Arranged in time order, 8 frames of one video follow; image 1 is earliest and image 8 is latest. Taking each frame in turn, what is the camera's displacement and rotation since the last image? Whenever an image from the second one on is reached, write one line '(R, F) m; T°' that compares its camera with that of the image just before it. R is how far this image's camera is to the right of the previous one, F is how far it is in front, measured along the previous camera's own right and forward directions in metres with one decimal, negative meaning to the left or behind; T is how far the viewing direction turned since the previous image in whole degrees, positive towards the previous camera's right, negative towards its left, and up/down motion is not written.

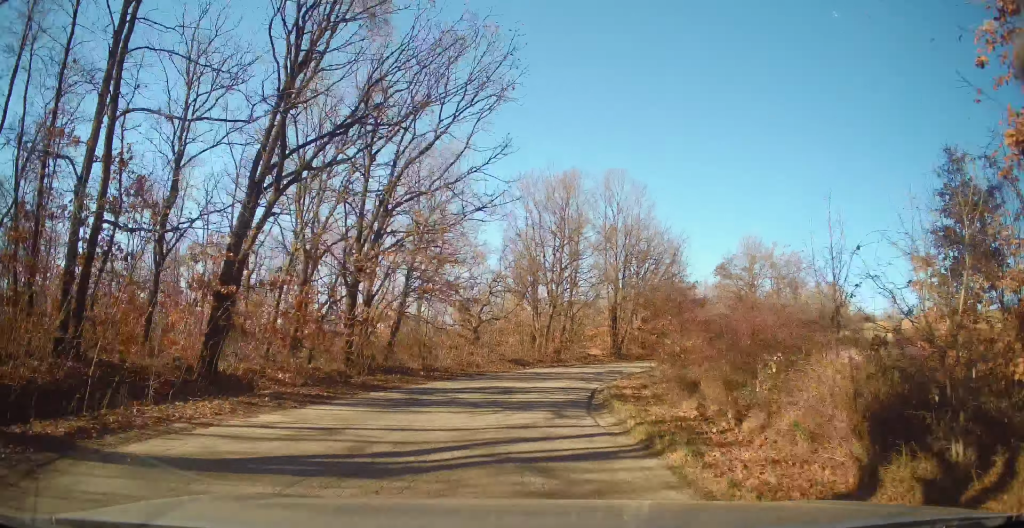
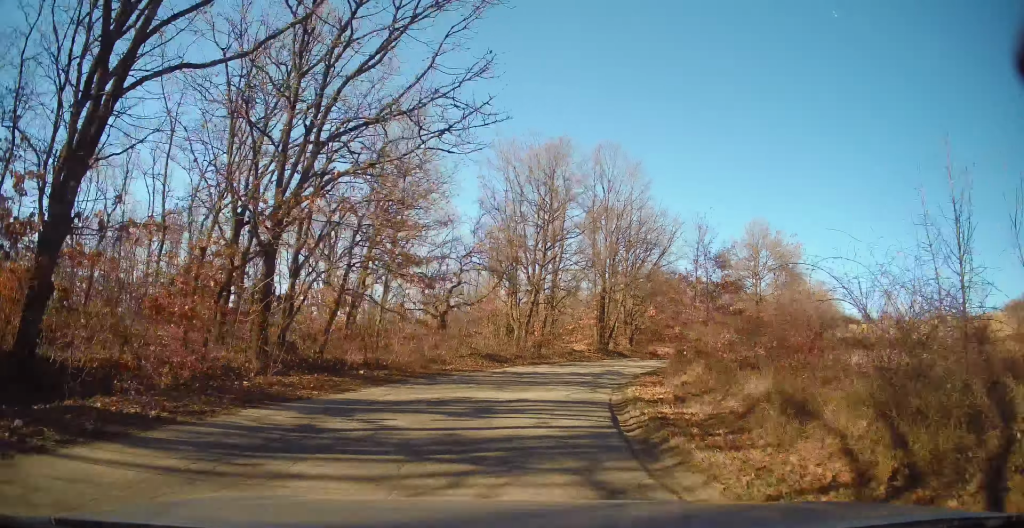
(-0.2, +6.1) m; +4°
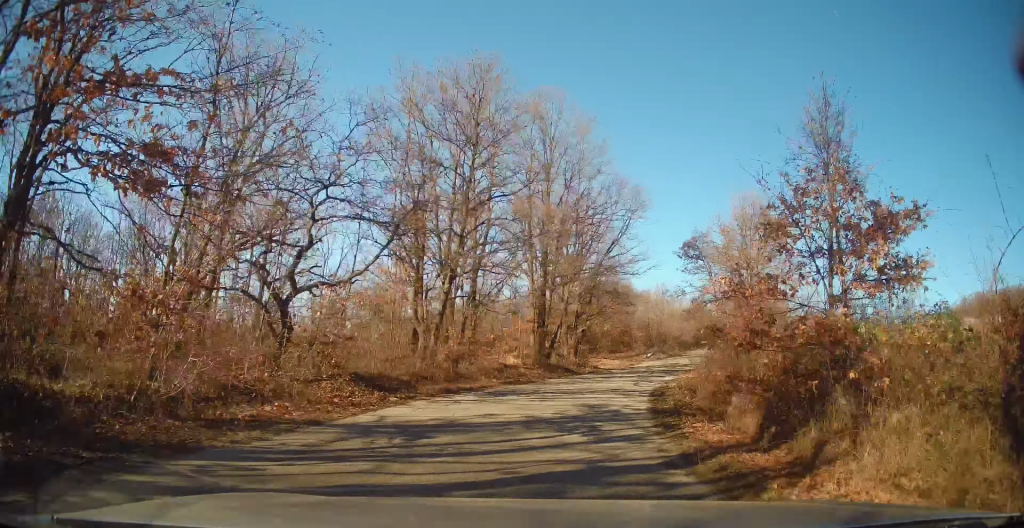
(+1.4, +12.4) m; +8°
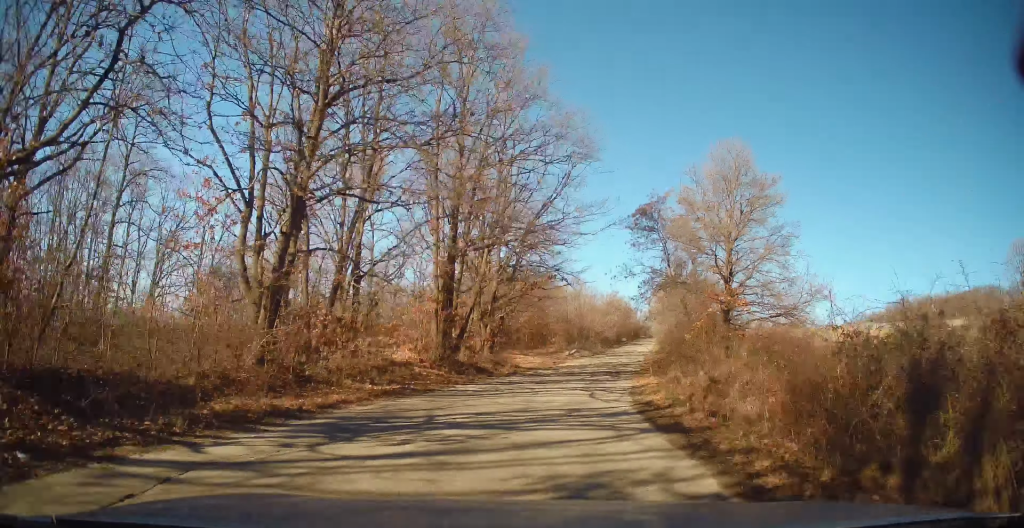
(+0.4, +9.4) m; +7°
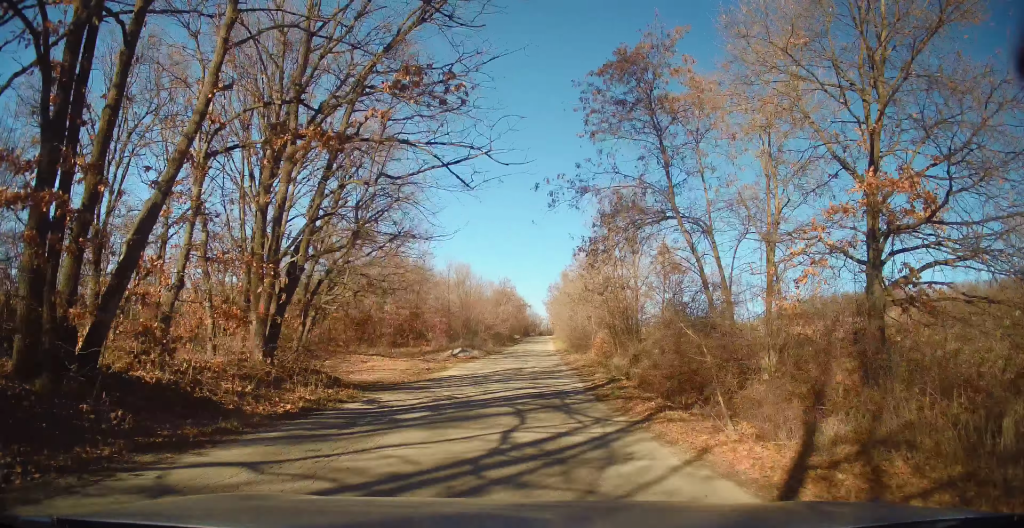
(+2.1, +16.8) m; +14°
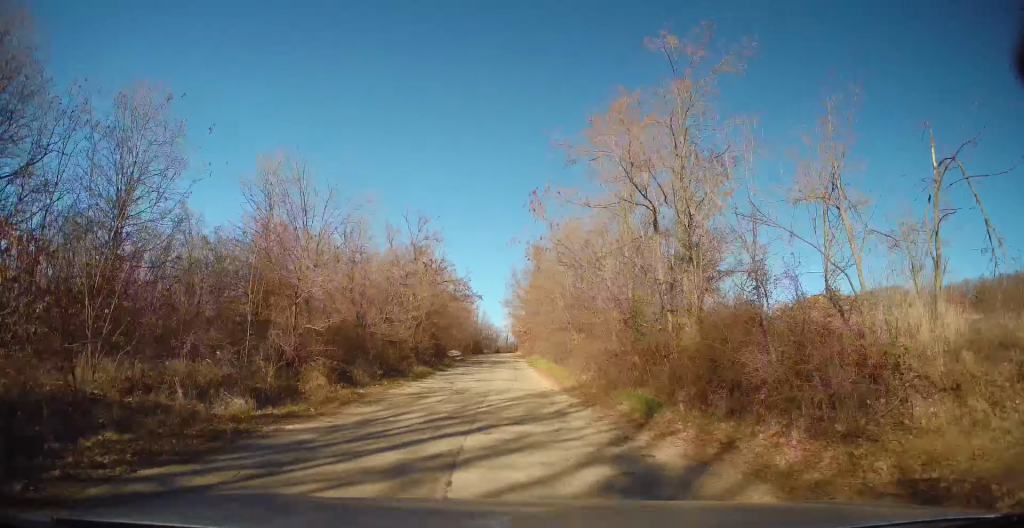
(+4.9, +42.1) m; +7°
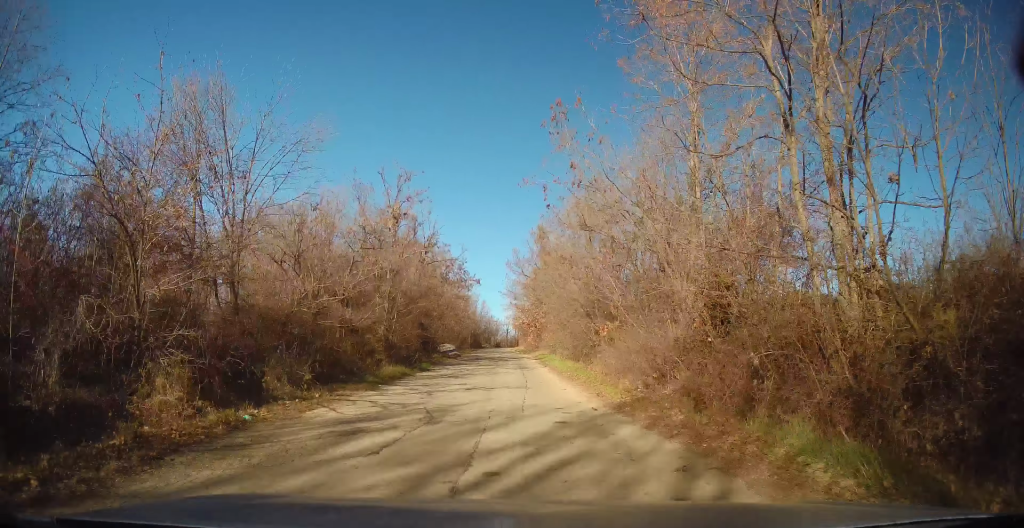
(-0.3, +7.5) m; 0°
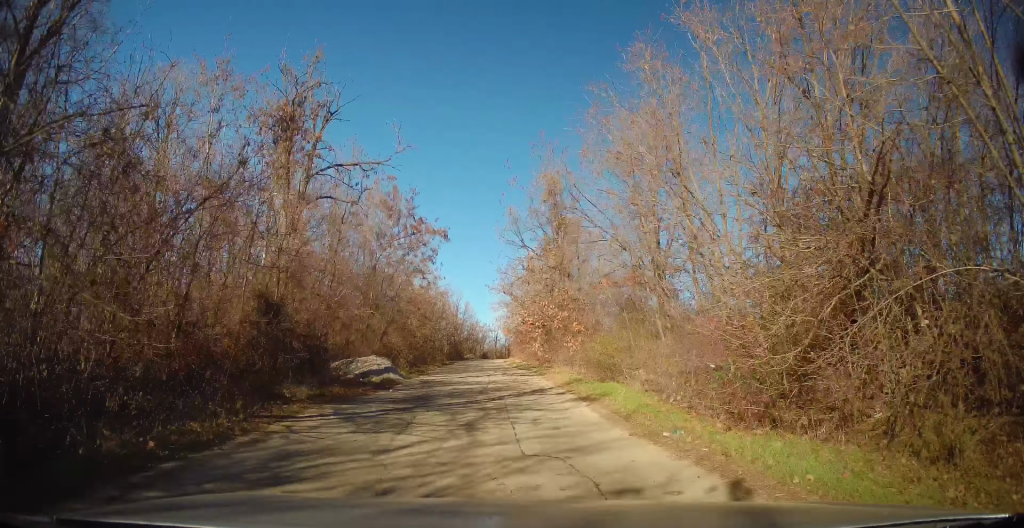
(+0.9, +21.9) m; +2°
